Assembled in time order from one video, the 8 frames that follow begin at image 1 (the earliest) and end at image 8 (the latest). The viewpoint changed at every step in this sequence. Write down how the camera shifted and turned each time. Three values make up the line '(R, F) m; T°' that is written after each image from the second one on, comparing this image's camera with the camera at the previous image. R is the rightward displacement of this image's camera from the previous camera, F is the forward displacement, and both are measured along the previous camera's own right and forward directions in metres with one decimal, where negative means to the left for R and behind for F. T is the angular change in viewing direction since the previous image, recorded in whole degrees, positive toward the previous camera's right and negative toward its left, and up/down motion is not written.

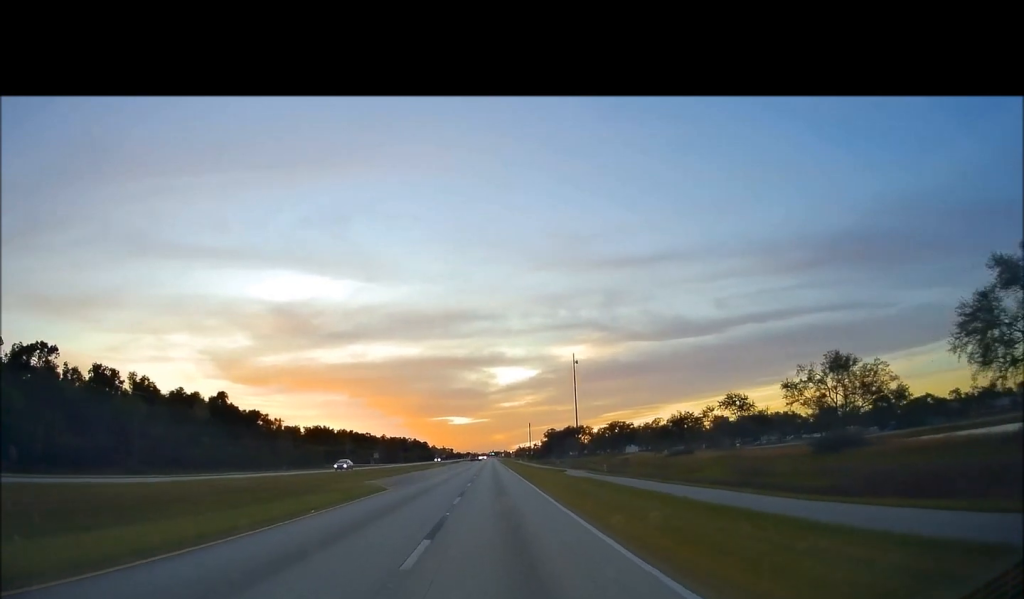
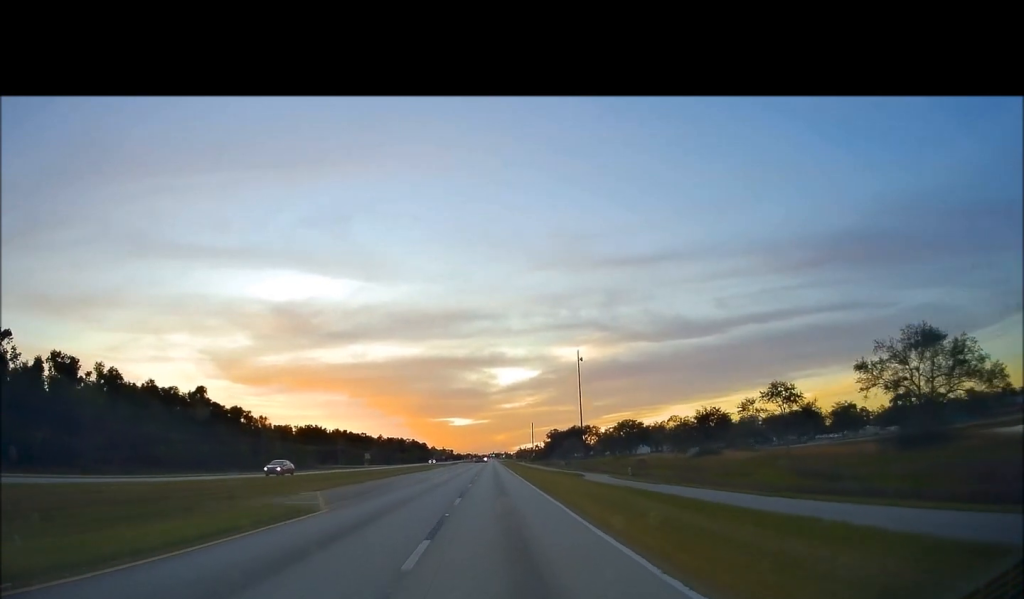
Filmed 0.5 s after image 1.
(-0.2, +12.2) m; 0°
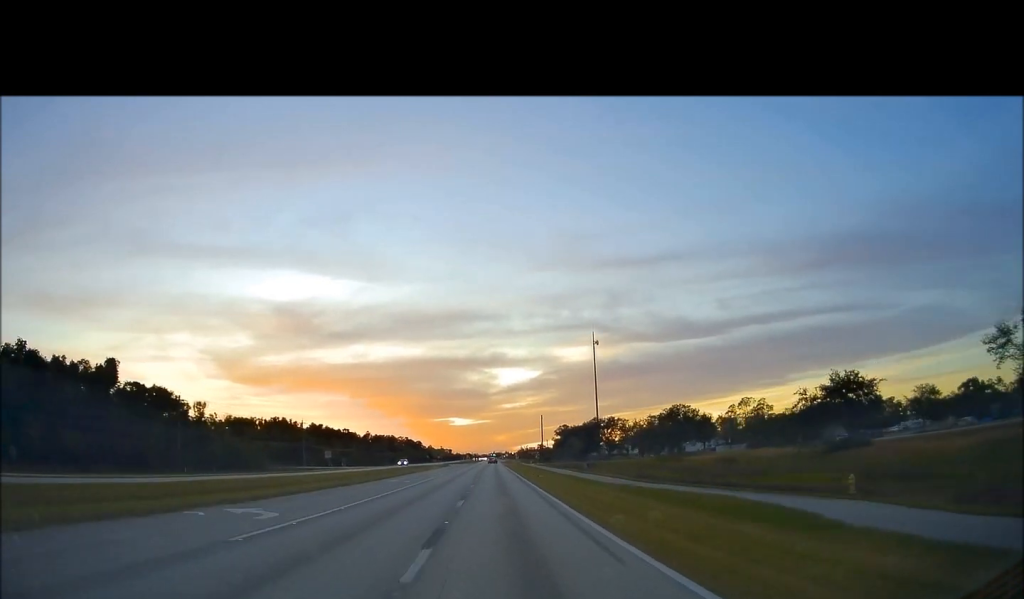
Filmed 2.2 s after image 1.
(+0.2, +37.7) m; +1°
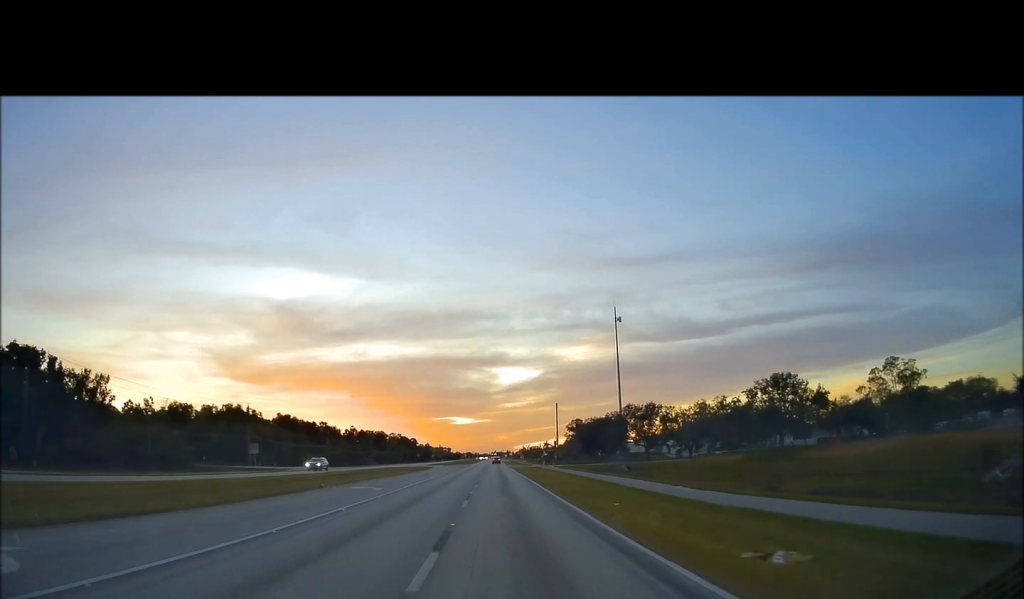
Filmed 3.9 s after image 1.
(0.0, +37.5) m; 0°
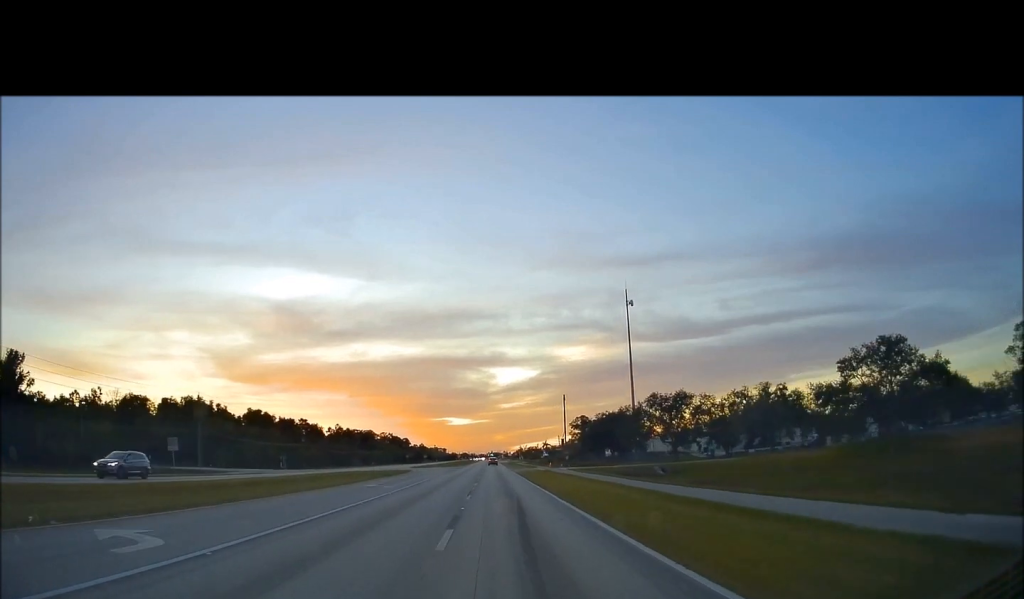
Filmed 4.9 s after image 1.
(0.0, +21.0) m; 0°
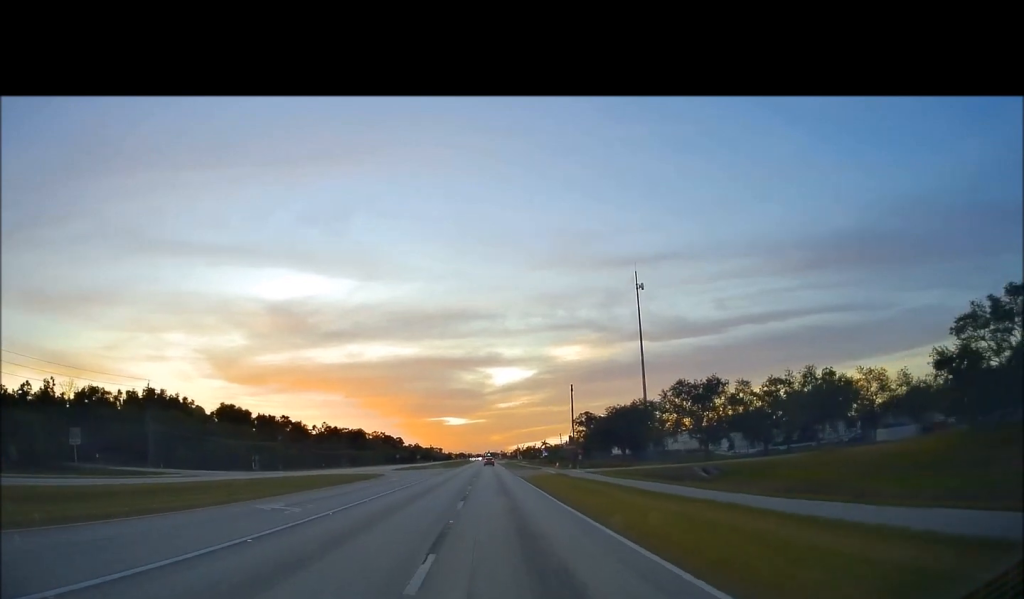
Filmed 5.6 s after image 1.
(0.0, +15.9) m; -1°
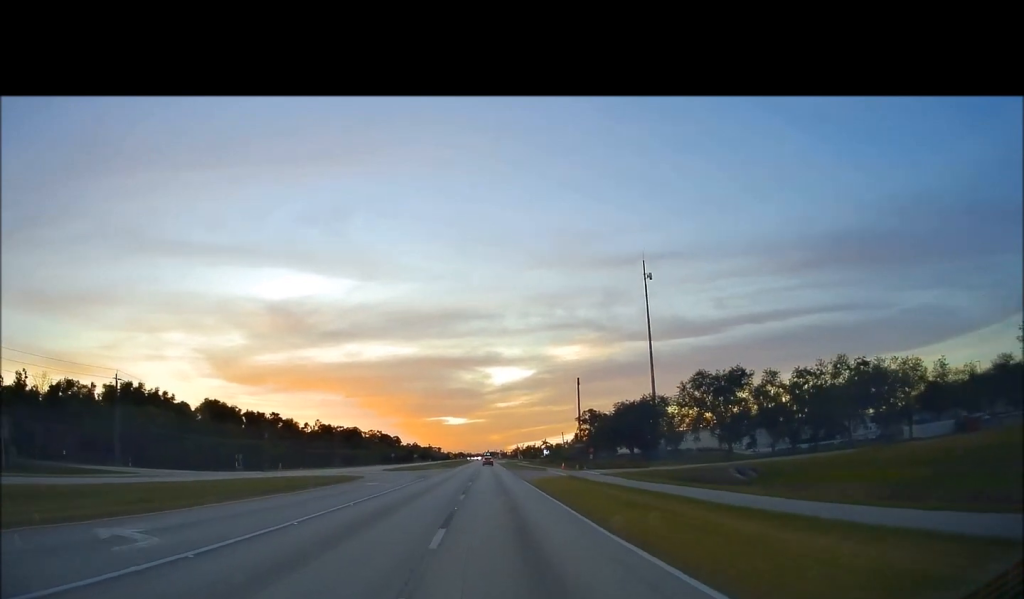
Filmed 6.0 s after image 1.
(+0.1, +8.7) m; -1°
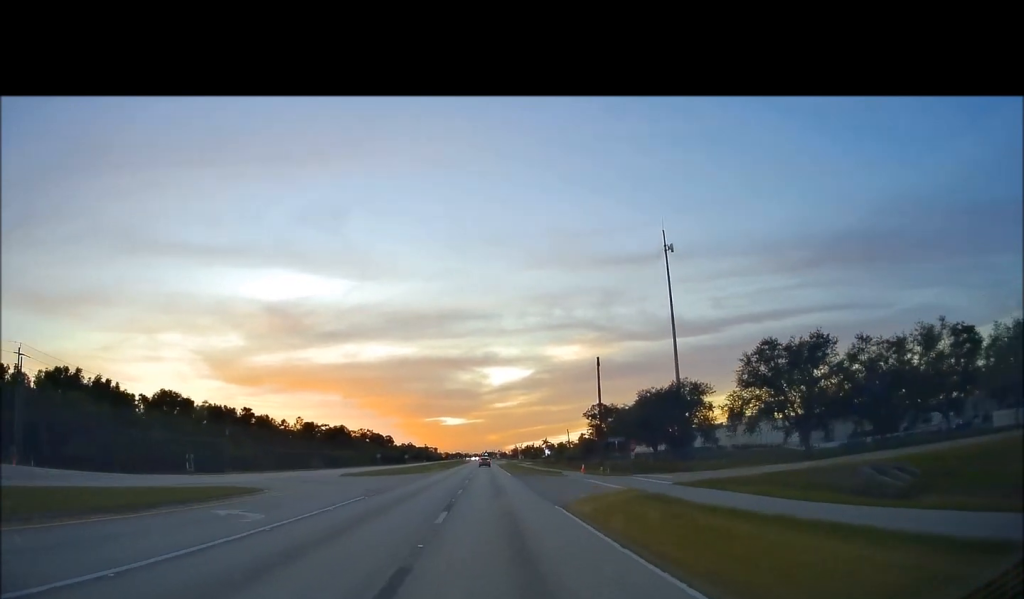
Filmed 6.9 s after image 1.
(-0.4, +20.0) m; 0°
